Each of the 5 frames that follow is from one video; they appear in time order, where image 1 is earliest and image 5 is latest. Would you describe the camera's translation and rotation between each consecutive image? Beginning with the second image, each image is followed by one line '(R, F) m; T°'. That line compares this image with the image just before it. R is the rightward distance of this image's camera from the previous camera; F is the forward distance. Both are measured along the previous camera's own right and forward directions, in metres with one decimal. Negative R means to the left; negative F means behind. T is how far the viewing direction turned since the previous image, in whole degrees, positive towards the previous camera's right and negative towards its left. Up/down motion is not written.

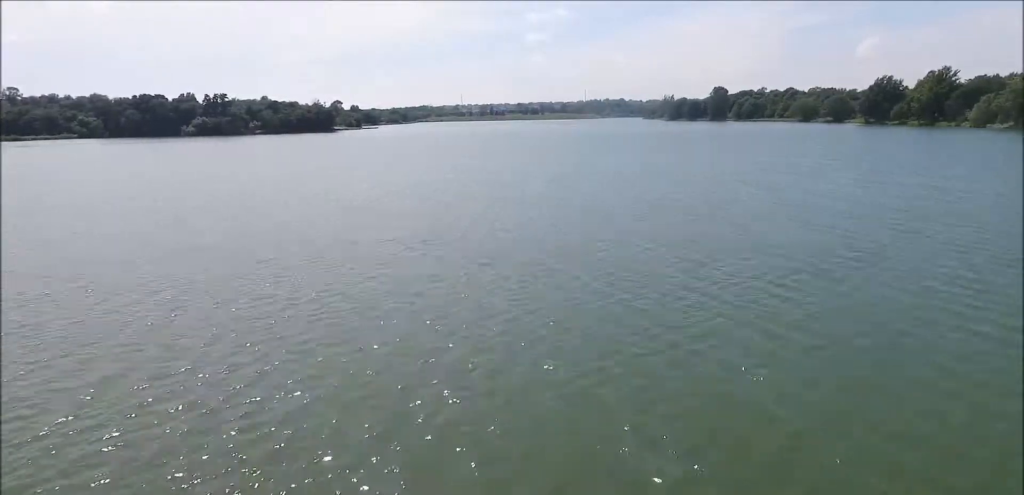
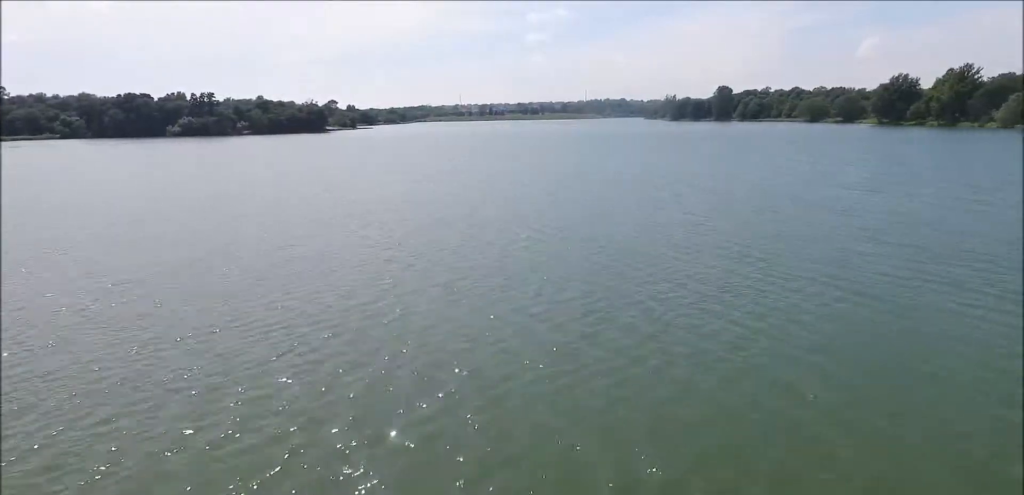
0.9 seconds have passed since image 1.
(0.0, +11.8) m; 0°
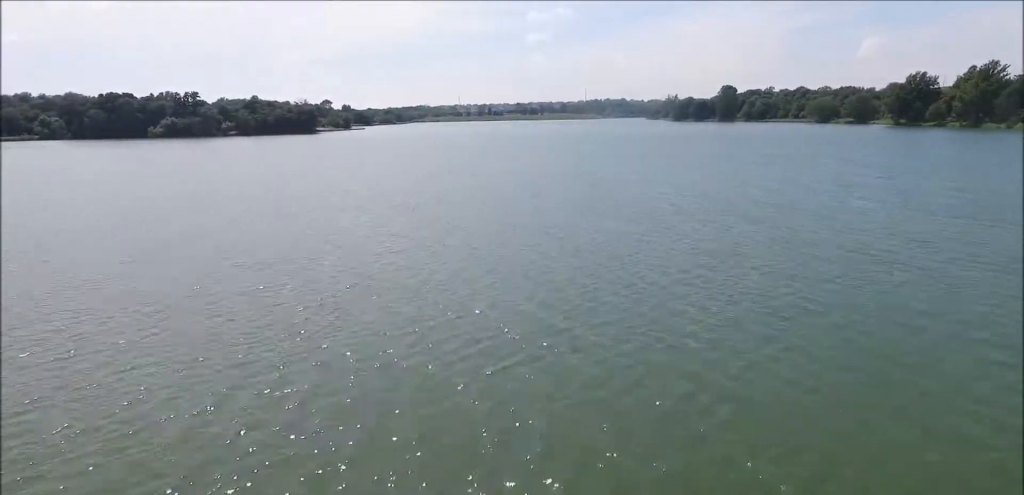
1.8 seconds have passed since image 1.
(0.0, +12.9) m; 0°
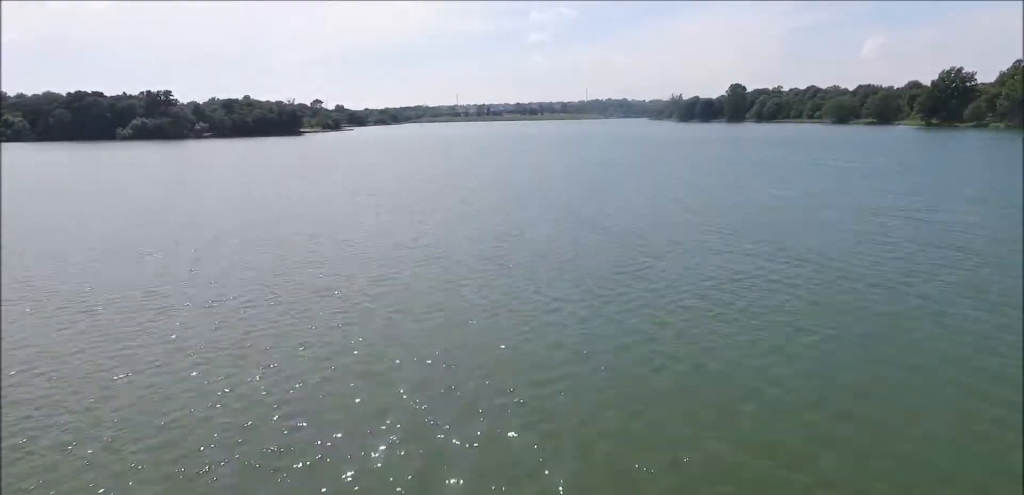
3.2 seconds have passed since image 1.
(-0.1, +19.7) m; 0°
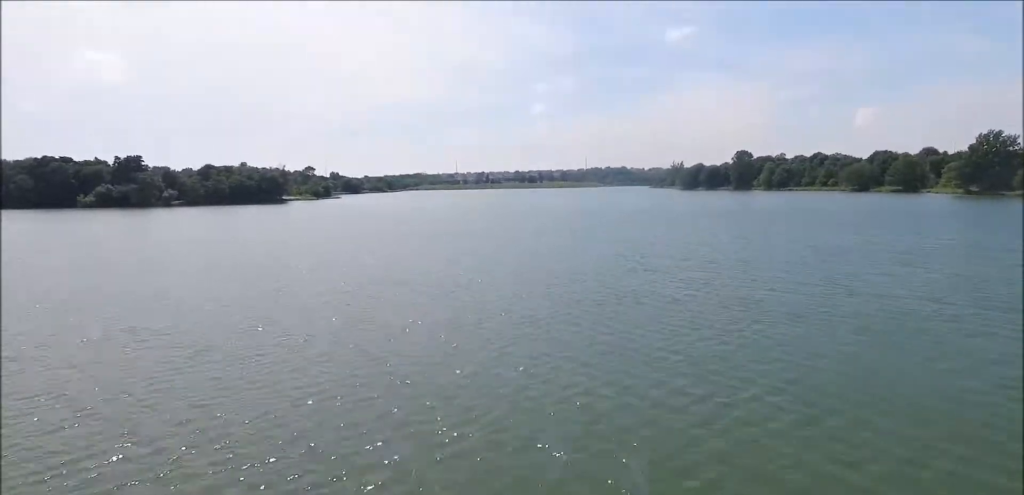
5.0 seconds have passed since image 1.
(0.0, +25.1) m; 0°
